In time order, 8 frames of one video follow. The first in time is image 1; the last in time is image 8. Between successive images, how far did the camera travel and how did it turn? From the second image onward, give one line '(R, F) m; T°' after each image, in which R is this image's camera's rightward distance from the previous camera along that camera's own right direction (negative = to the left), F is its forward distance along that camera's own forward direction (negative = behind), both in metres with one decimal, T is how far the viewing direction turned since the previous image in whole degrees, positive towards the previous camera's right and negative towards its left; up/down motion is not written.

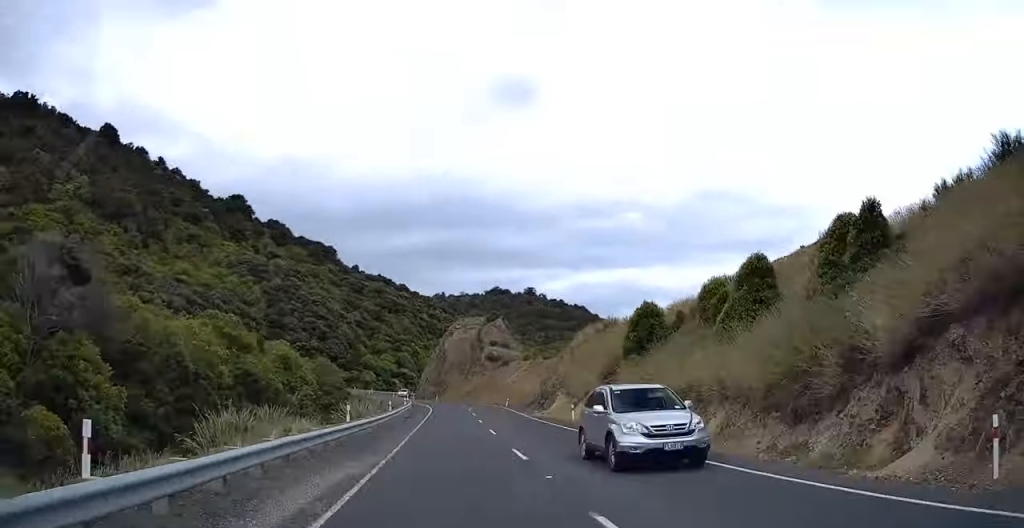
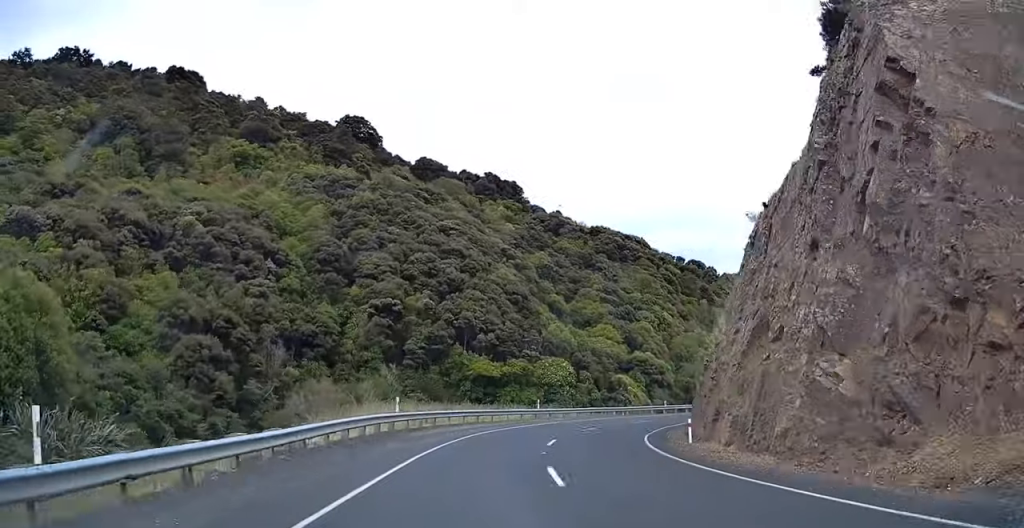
(-15.7, +89.6) m; -7°
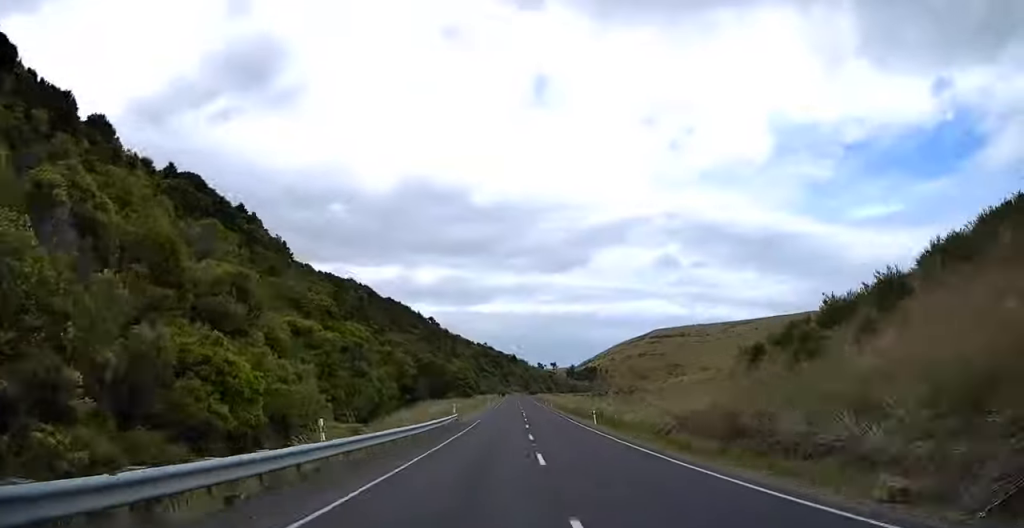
(+23.4, +85.6) m; +27°
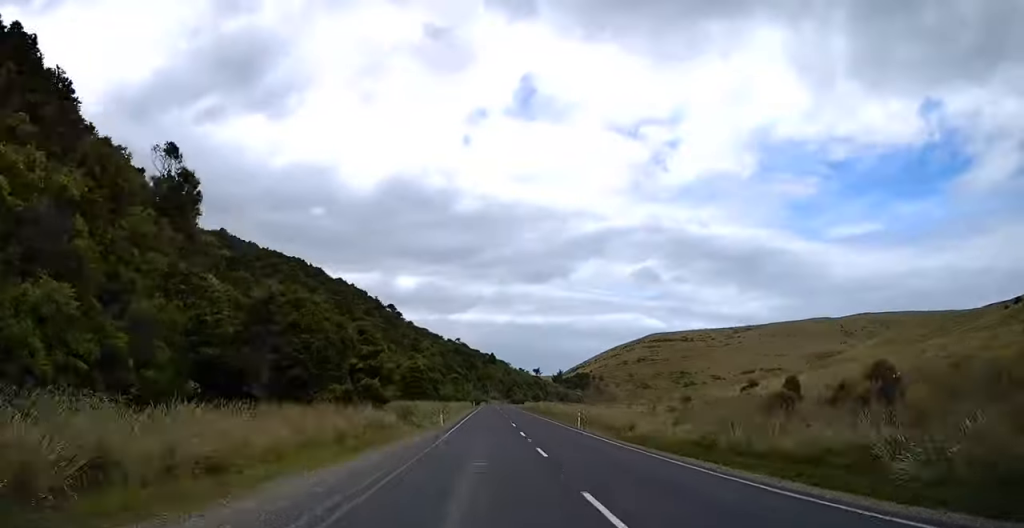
(+6.3, +57.2) m; +6°
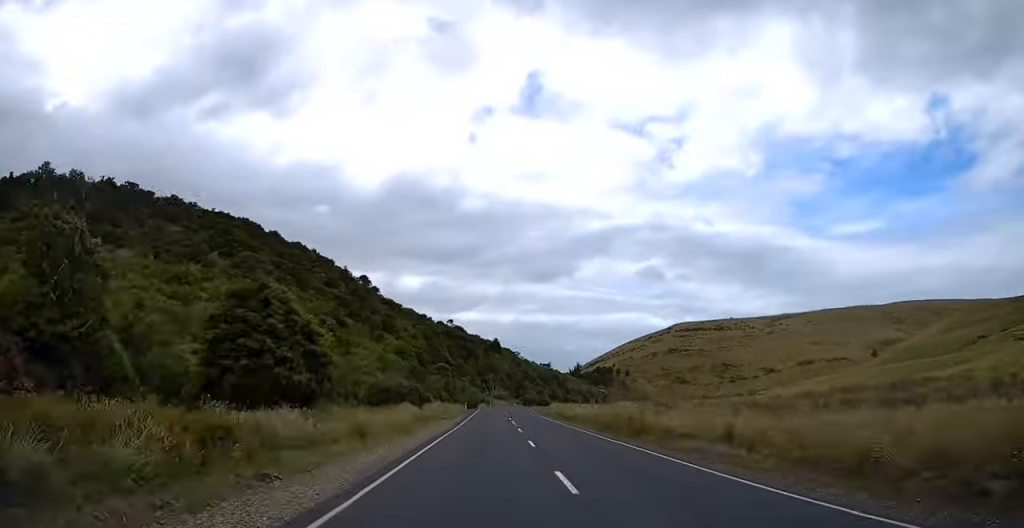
(+0.1, +52.8) m; +1°
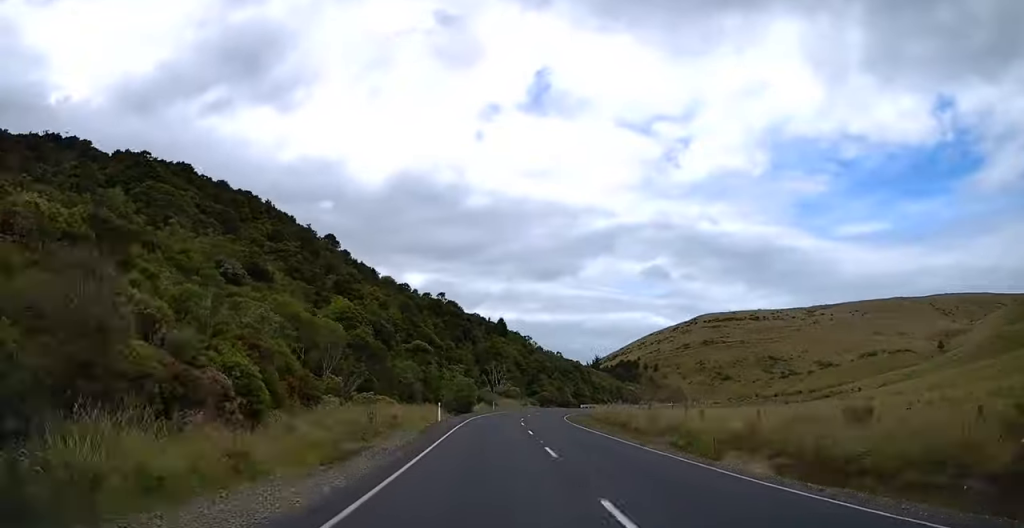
(-0.9, +41.3) m; +4°
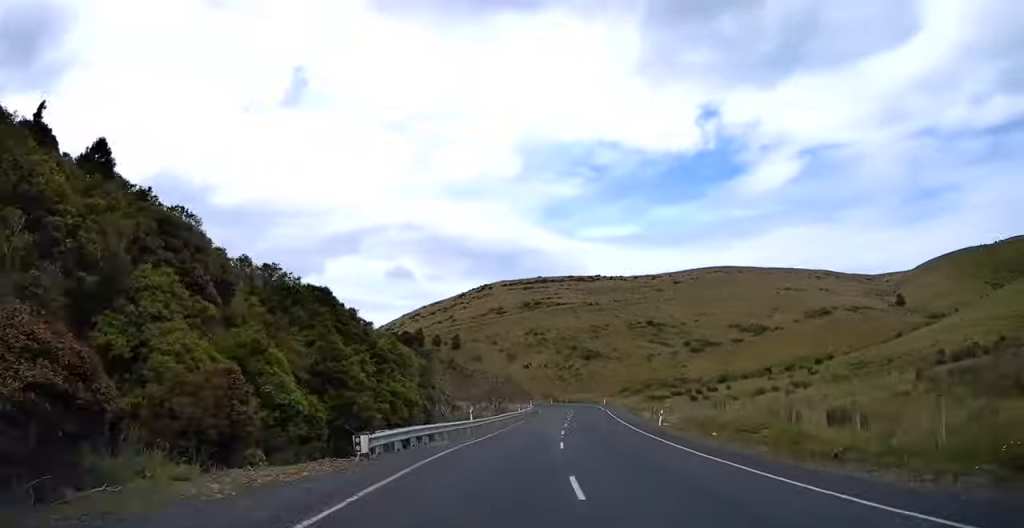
(+9.7, +92.5) m; +15°
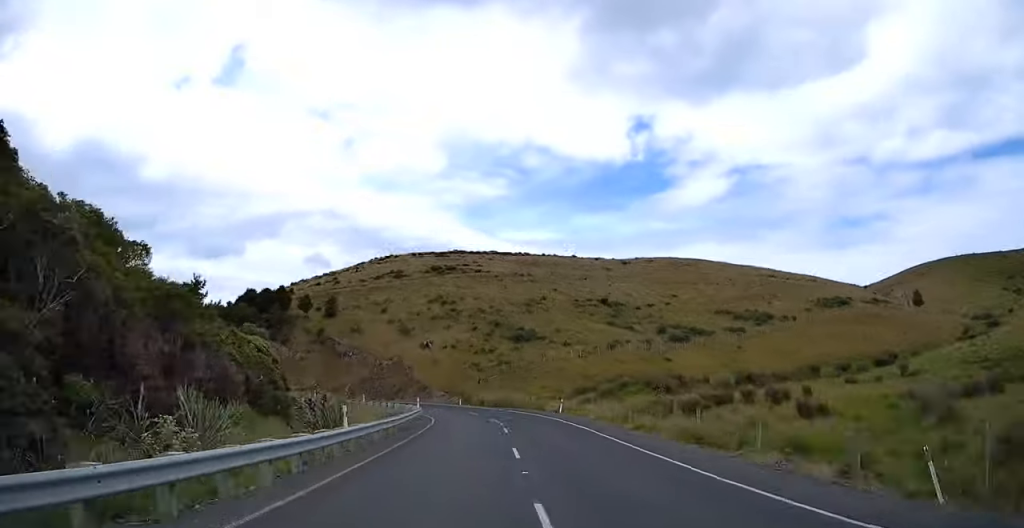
(+4.2, +35.5) m; -3°
